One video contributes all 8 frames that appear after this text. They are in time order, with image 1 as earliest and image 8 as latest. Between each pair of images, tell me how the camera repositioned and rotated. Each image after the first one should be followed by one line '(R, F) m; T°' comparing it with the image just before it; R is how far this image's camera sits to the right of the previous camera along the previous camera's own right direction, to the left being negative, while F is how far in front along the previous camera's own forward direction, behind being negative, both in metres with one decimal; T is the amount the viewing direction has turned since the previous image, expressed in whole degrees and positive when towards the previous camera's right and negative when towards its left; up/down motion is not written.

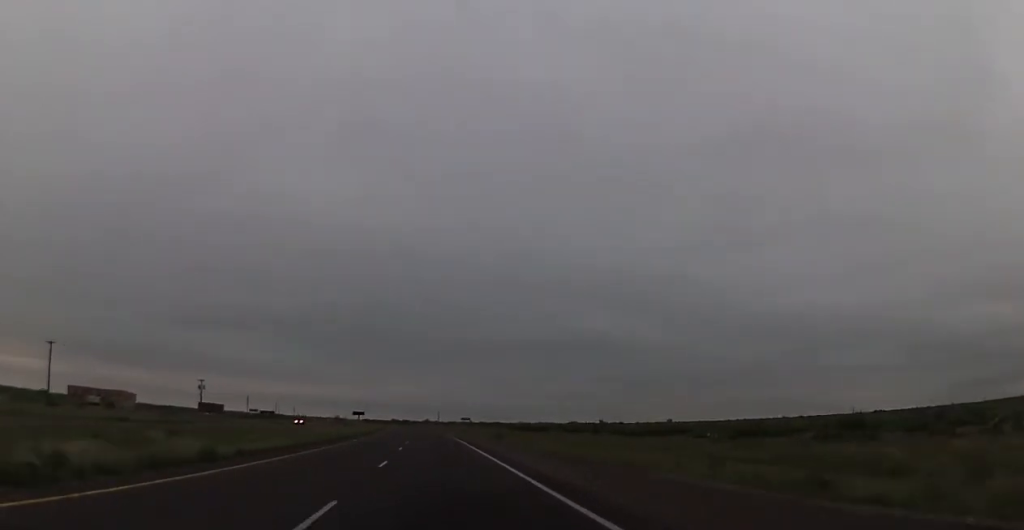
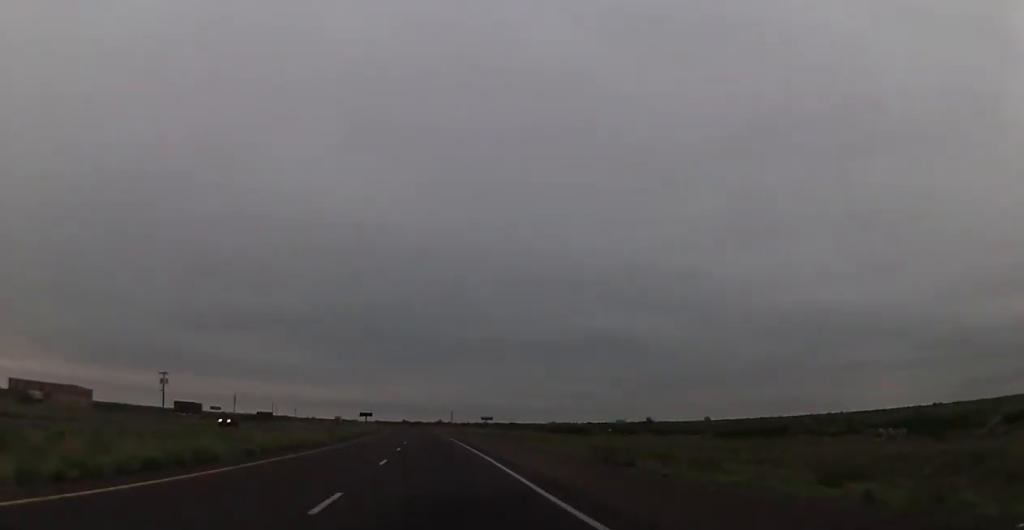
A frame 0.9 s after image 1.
(-0.2, +34.7) m; -1°
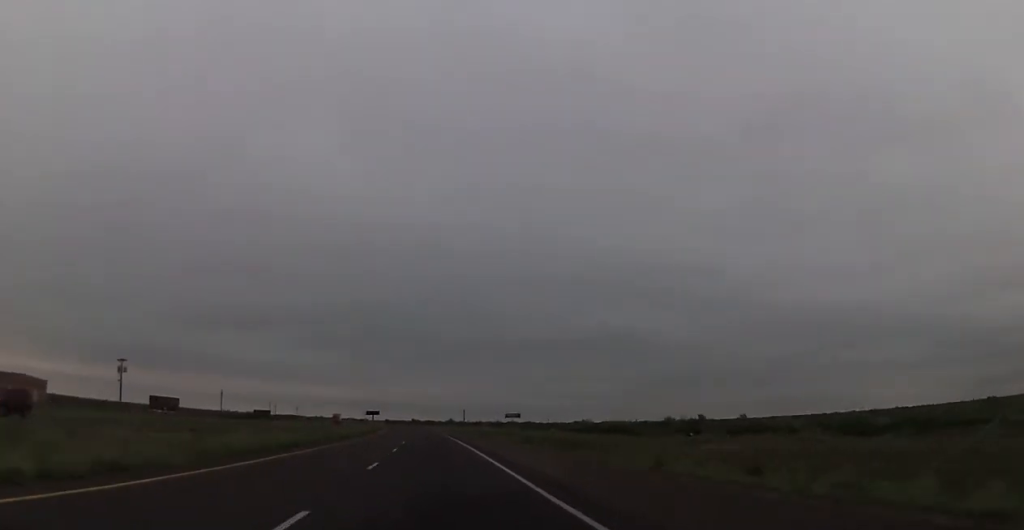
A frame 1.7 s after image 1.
(-0.2, +27.4) m; -1°
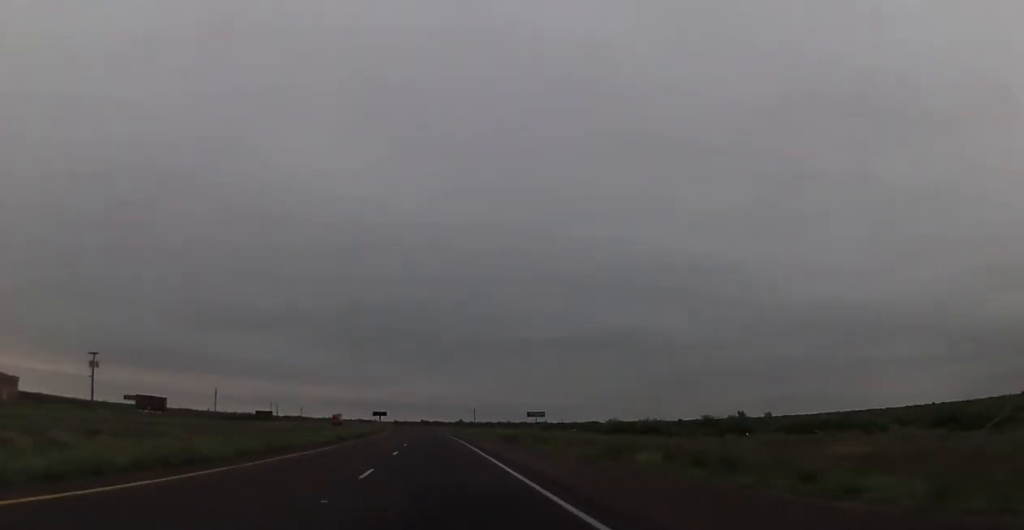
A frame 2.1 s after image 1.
(-0.3, +14.9) m; 0°
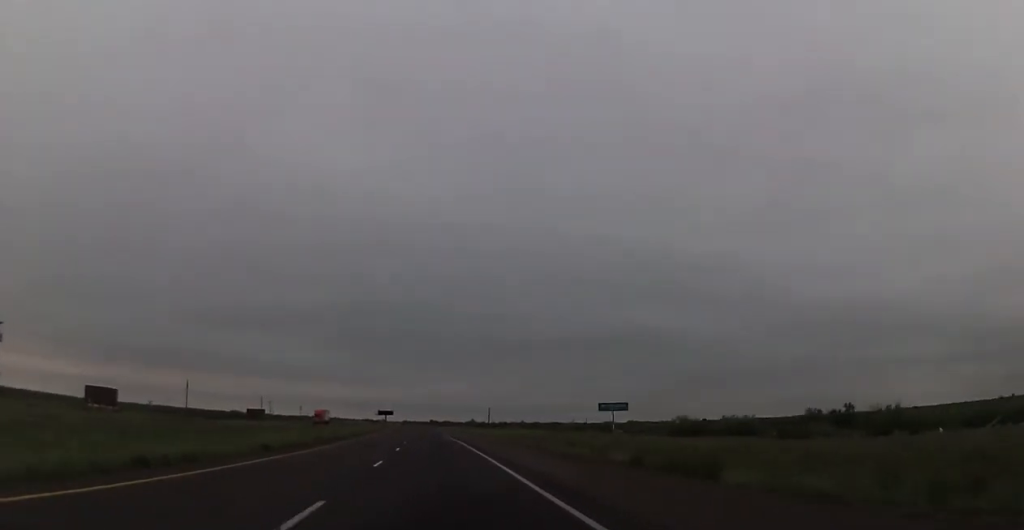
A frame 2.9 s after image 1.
(-0.3, +32.3) m; -1°
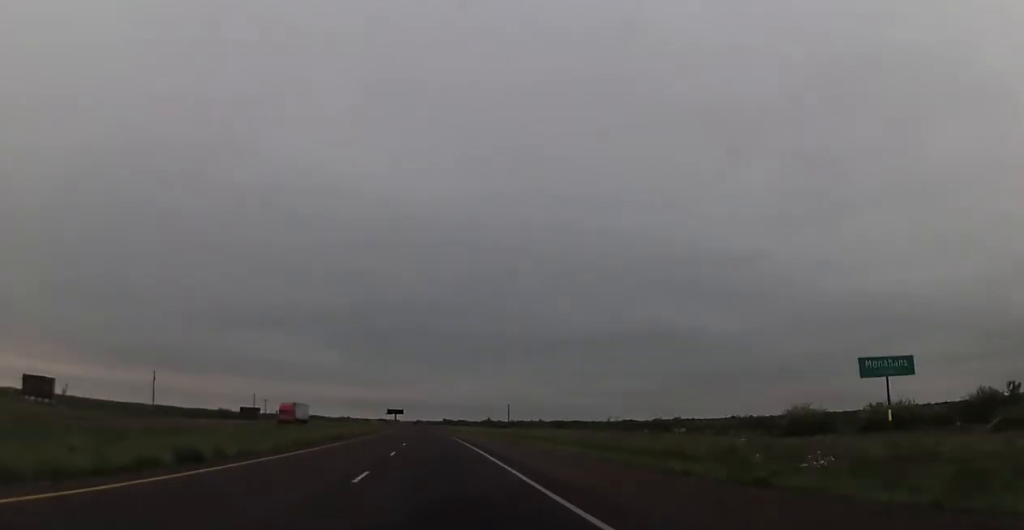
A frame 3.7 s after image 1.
(0.0, +29.9) m; -1°
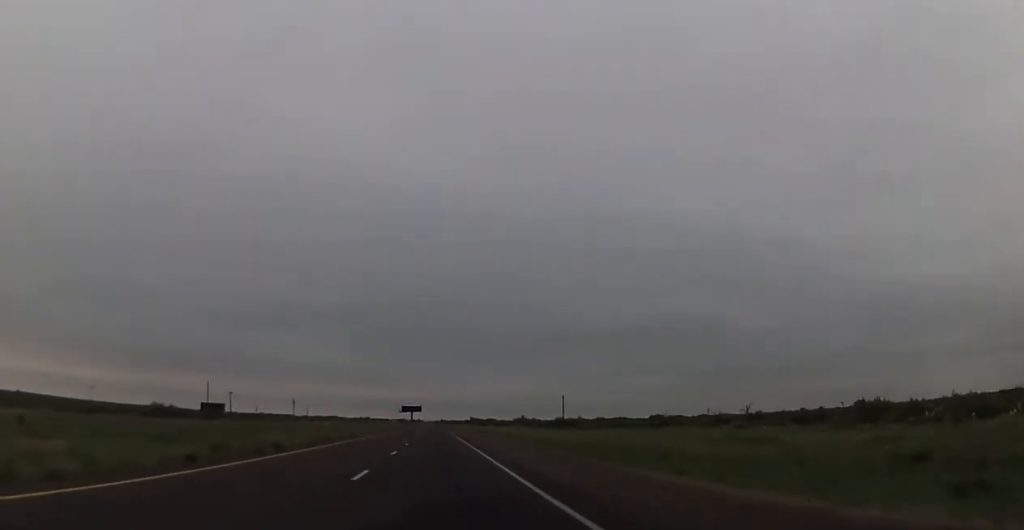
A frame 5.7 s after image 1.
(-2.0, +72.1) m; -3°
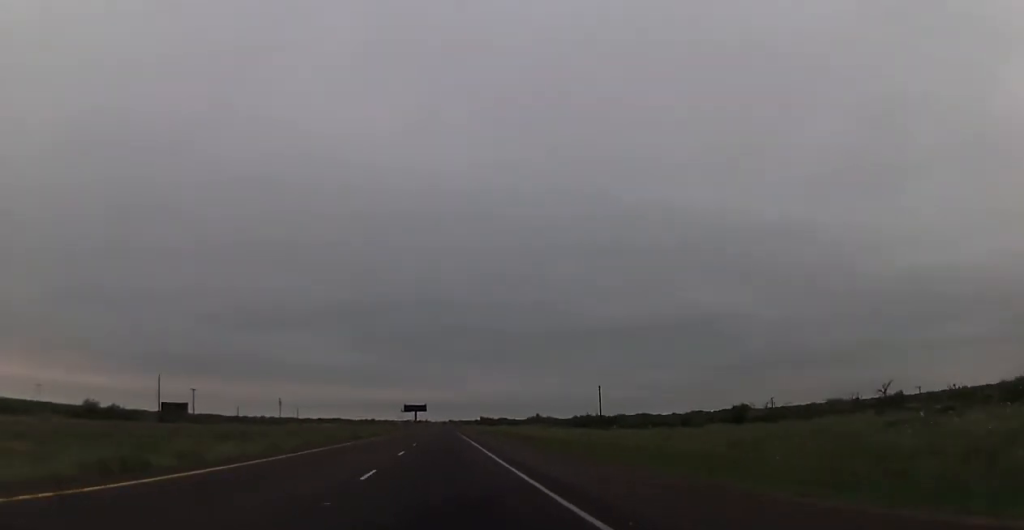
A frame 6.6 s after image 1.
(-0.3, +36.2) m; 0°
